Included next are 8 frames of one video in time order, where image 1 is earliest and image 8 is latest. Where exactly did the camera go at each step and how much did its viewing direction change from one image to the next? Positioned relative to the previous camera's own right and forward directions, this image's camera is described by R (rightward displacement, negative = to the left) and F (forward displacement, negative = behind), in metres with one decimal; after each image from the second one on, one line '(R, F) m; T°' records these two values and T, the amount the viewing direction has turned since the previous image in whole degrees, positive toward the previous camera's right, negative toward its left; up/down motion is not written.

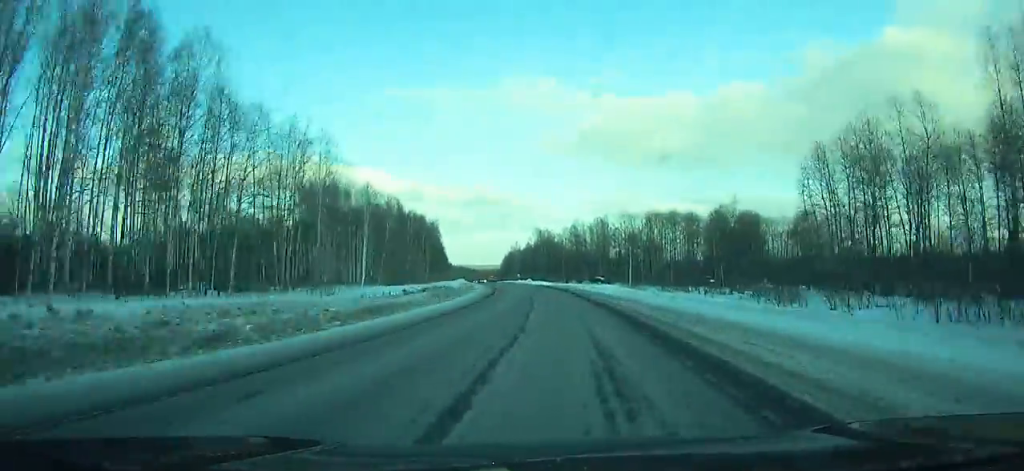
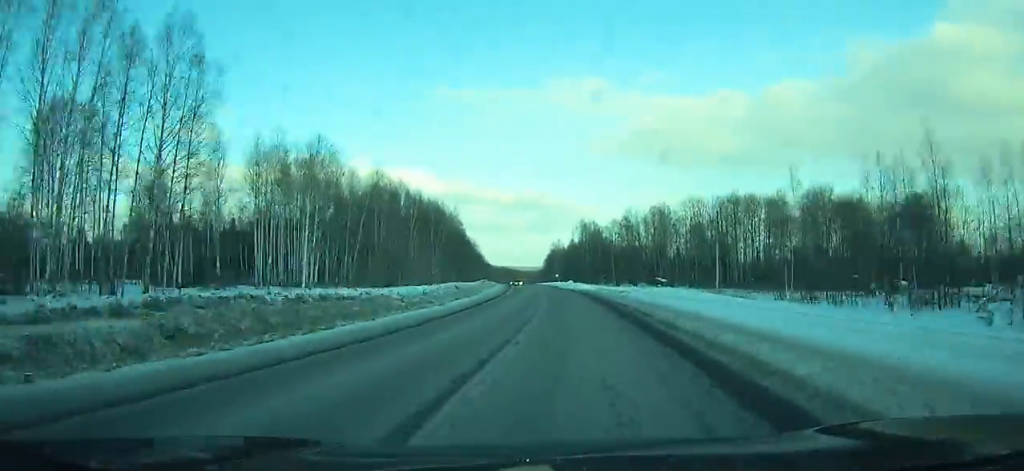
(-0.9, +38.0) m; -4°
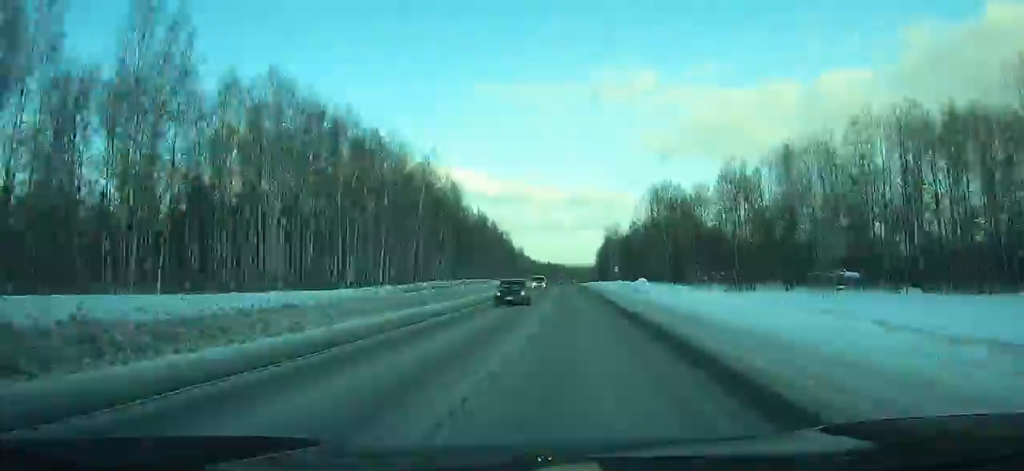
(-4.2, +71.2) m; -5°
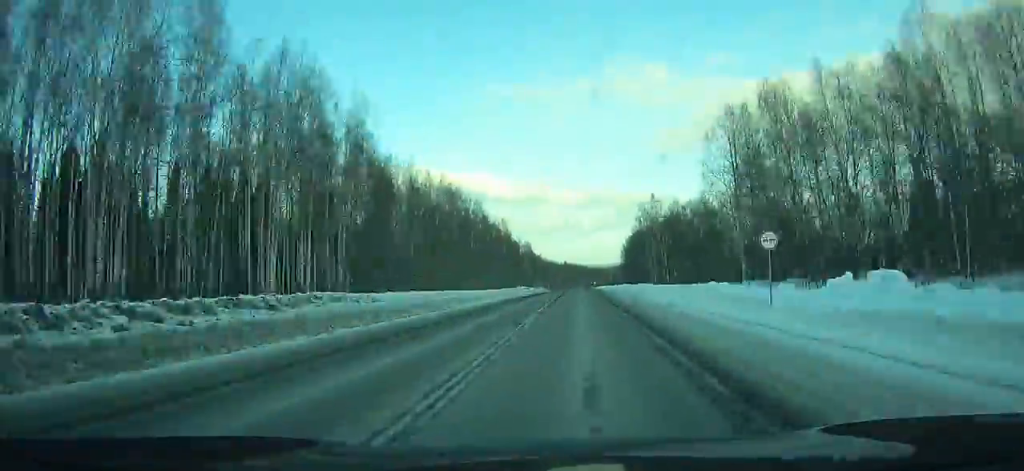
(-1.8, +60.0) m; -2°
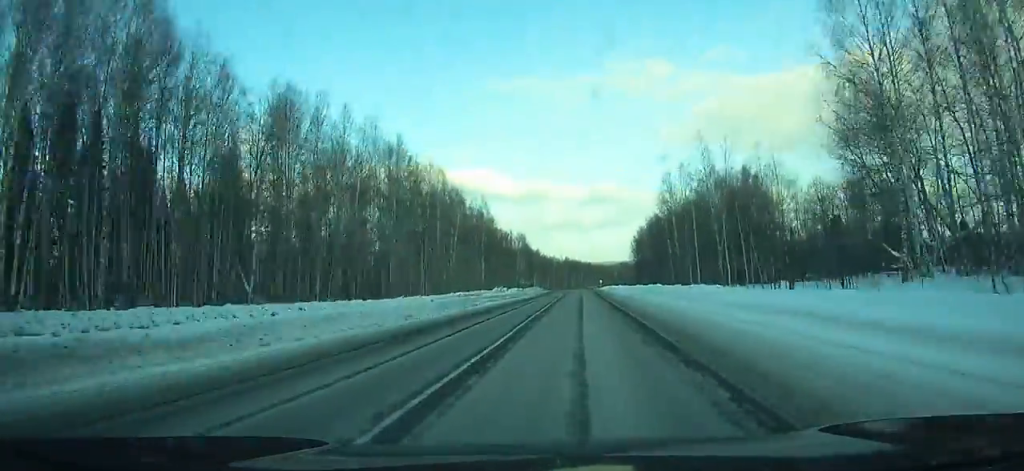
(-0.3, +38.6) m; -1°
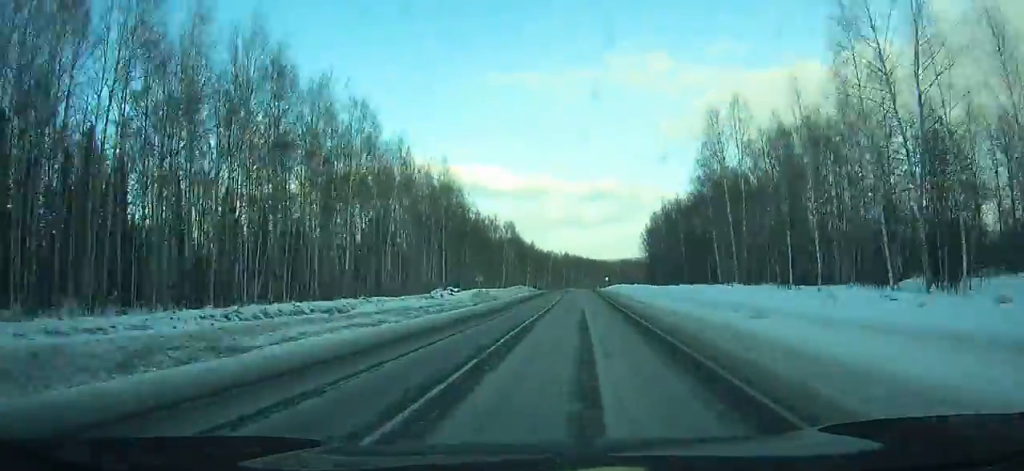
(-0.1, +36.3) m; 0°
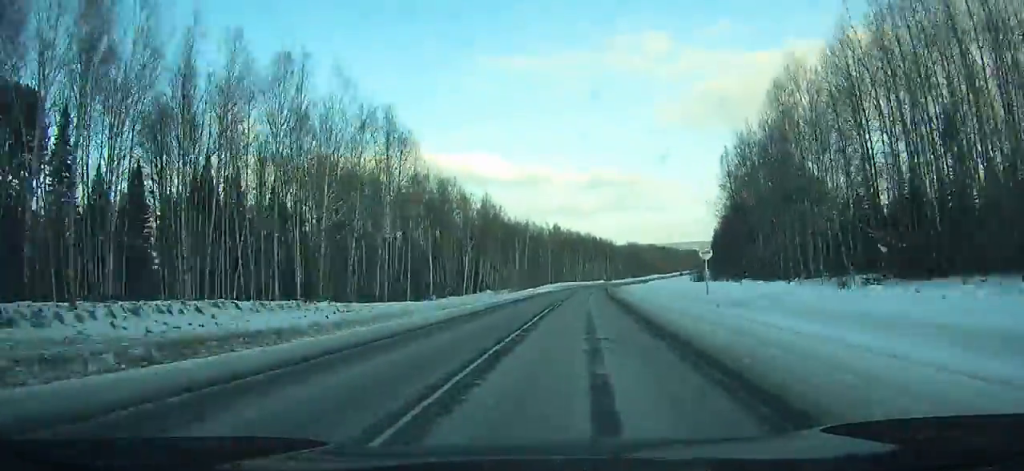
(+0.1, +113.0) m; +1°
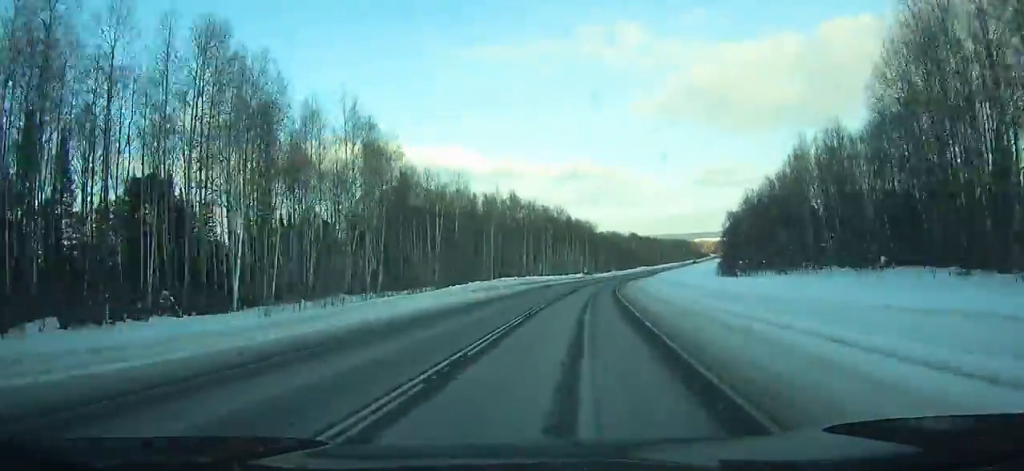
(+0.8, +69.5) m; +3°
